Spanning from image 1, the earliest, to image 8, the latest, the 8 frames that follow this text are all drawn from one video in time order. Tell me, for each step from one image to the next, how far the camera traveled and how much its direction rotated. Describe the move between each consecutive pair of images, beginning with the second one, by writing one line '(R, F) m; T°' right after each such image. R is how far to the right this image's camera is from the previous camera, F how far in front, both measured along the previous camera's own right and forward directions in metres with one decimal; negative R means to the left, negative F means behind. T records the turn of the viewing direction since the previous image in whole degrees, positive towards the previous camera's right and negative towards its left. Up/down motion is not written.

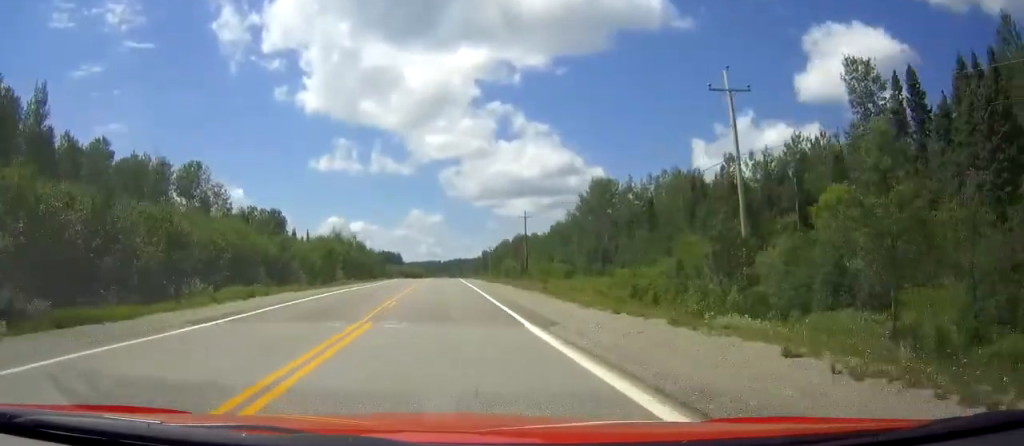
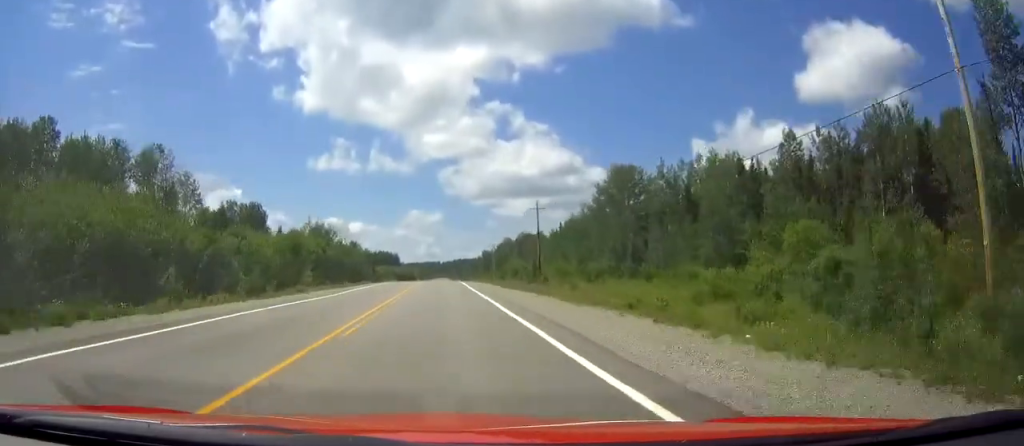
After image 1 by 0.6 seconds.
(0.0, +17.5) m; 0°
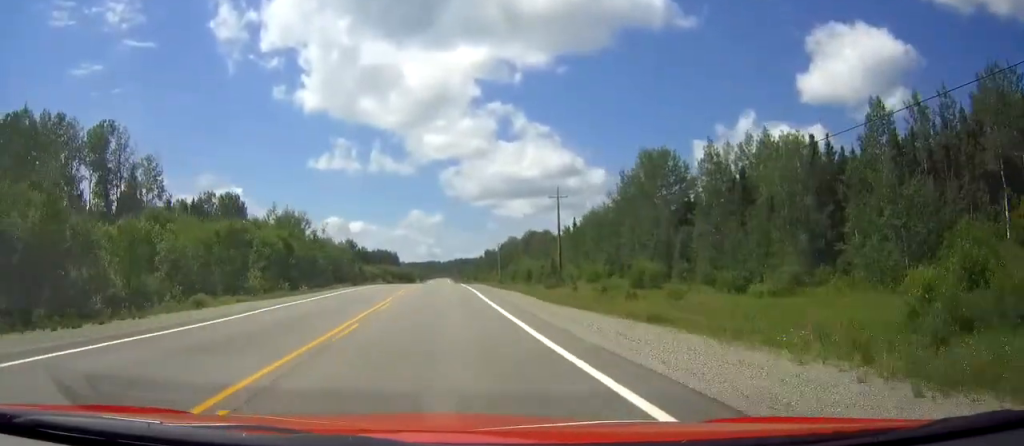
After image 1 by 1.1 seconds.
(0.0, +17.5) m; 0°
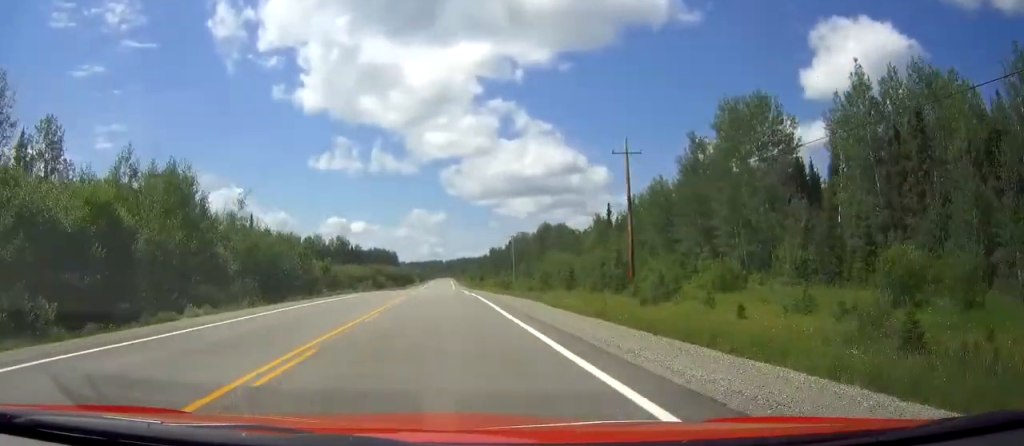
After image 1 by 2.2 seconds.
(0.0, +31.8) m; 0°
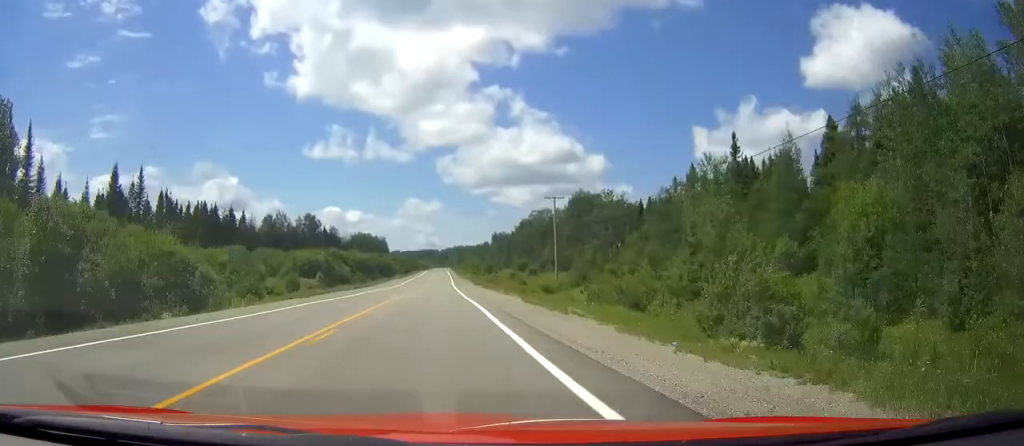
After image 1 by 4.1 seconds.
(+0.3, +58.4) m; 0°
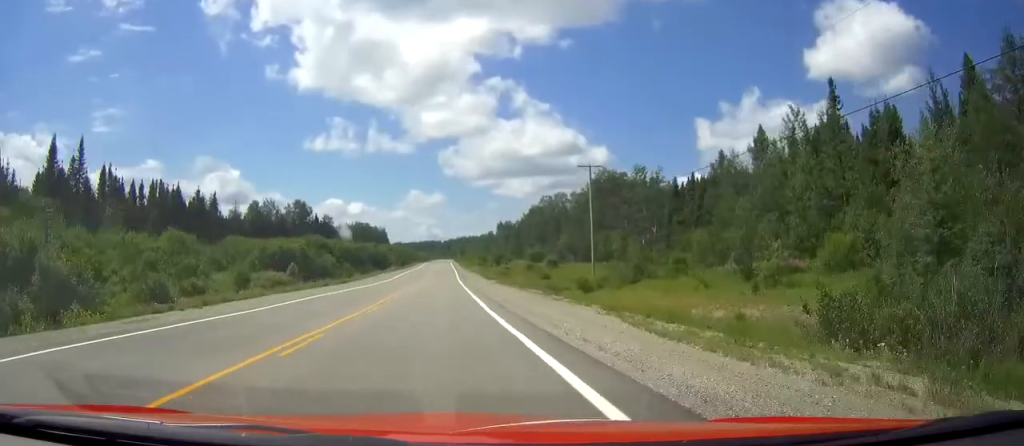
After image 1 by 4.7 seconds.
(0.0, +19.5) m; 0°
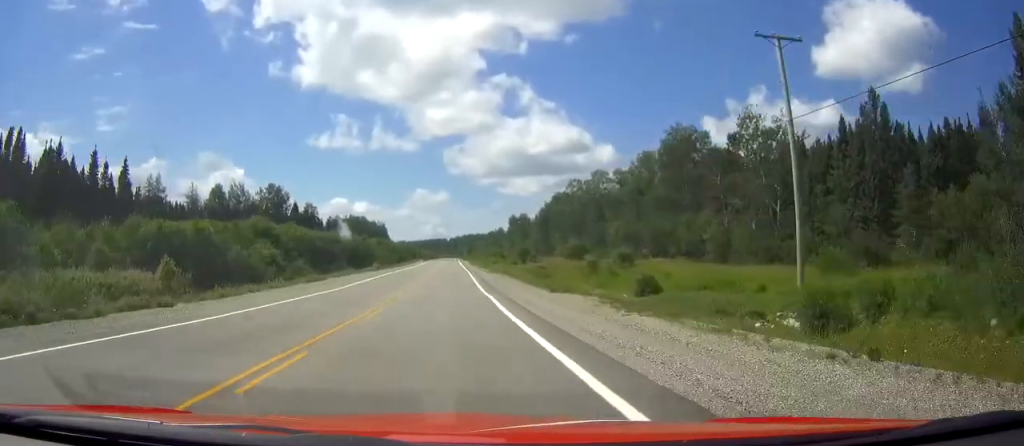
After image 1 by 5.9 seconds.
(-0.3, +38.3) m; -1°
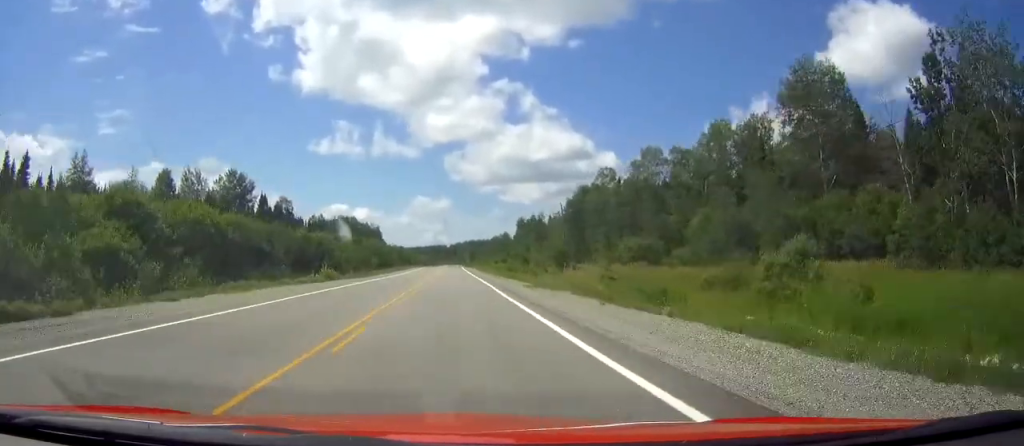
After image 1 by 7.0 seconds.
(-0.3, +33.2) m; 0°
